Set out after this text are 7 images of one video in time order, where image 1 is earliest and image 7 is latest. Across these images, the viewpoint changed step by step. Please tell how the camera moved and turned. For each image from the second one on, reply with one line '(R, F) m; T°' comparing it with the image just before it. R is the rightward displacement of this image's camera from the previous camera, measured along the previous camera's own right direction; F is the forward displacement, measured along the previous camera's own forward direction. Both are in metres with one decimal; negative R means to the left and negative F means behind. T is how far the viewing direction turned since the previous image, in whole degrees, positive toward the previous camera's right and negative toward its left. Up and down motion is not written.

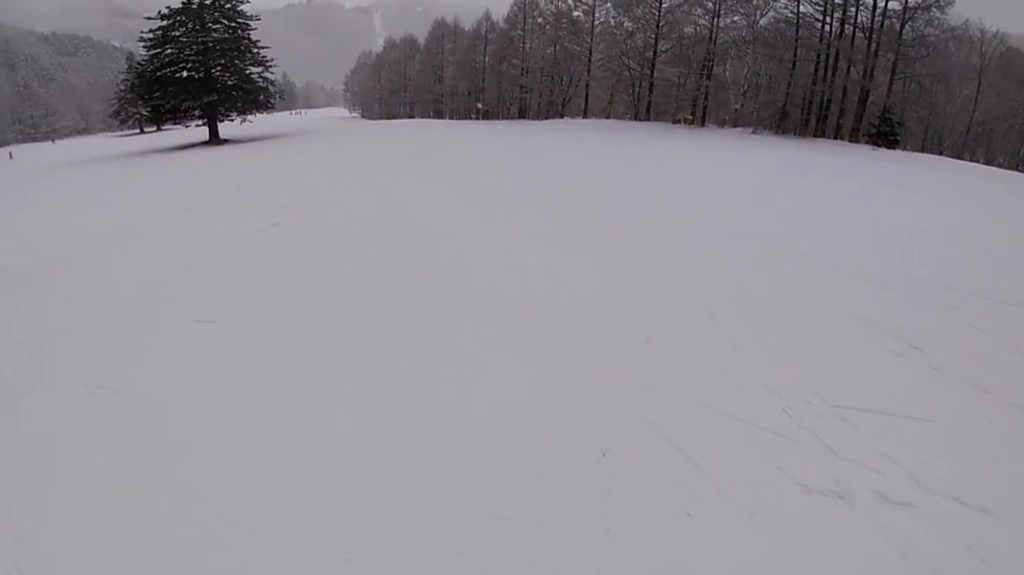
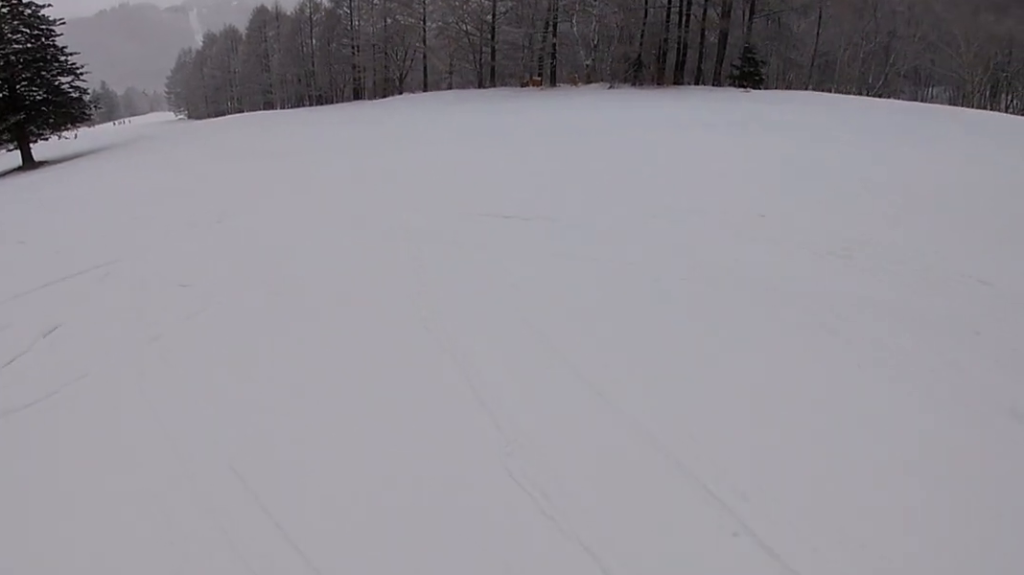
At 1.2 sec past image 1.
(+0.1, +5.8) m; +10°
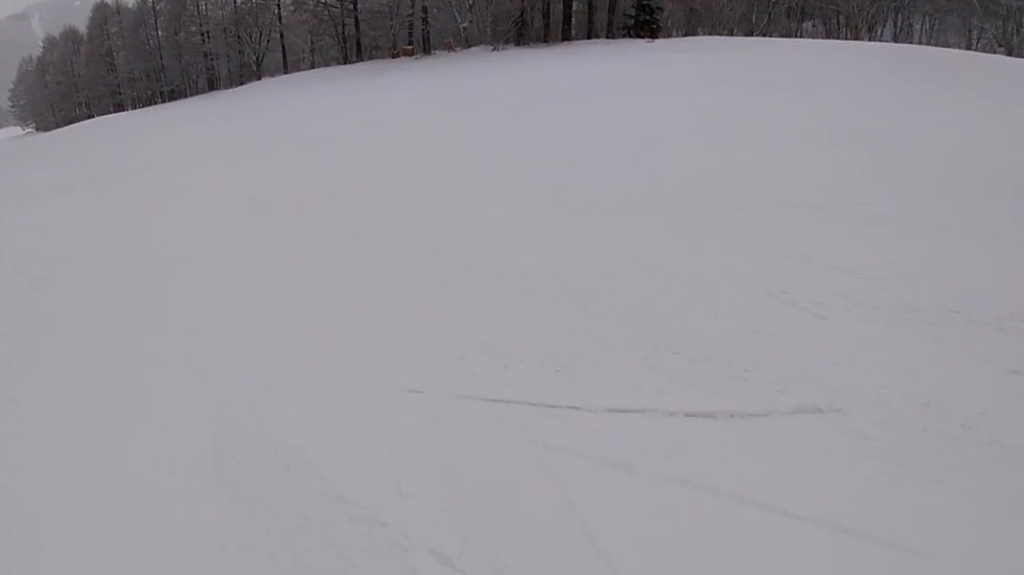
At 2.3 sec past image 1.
(+1.1, +5.7) m; +17°
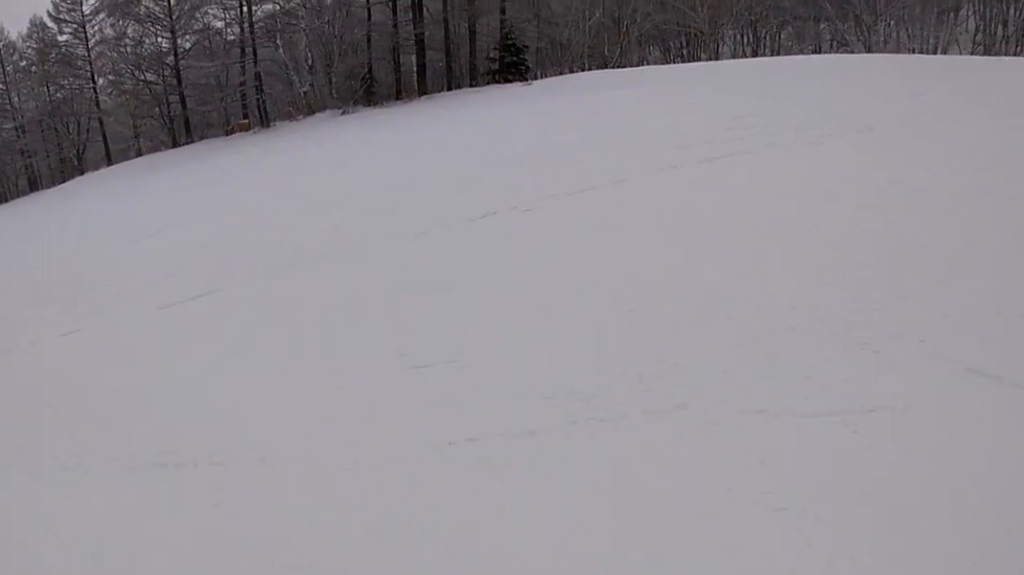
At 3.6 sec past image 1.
(+0.6, +7.4) m; +22°
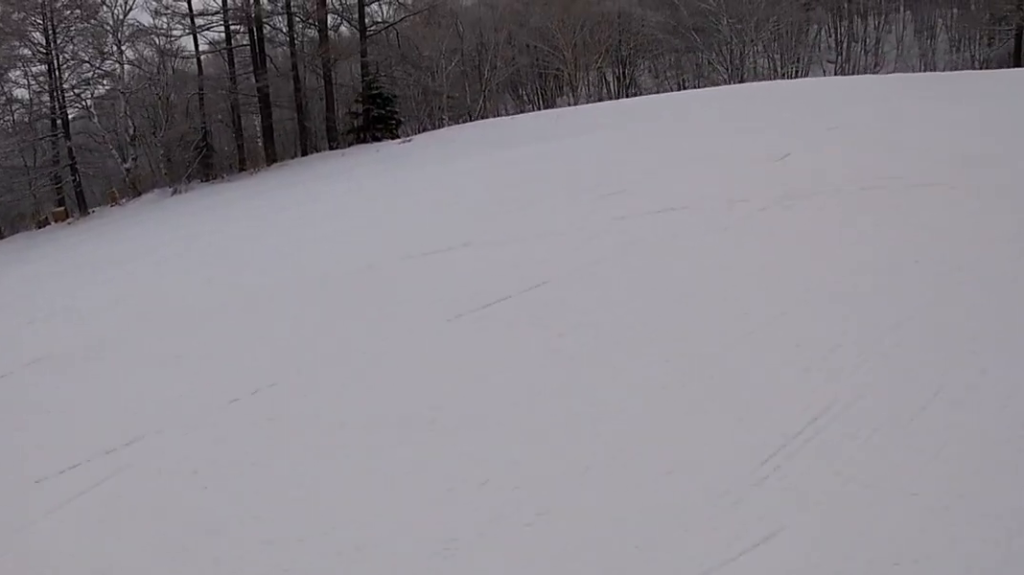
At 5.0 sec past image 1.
(+1.4, +7.3) m; -1°
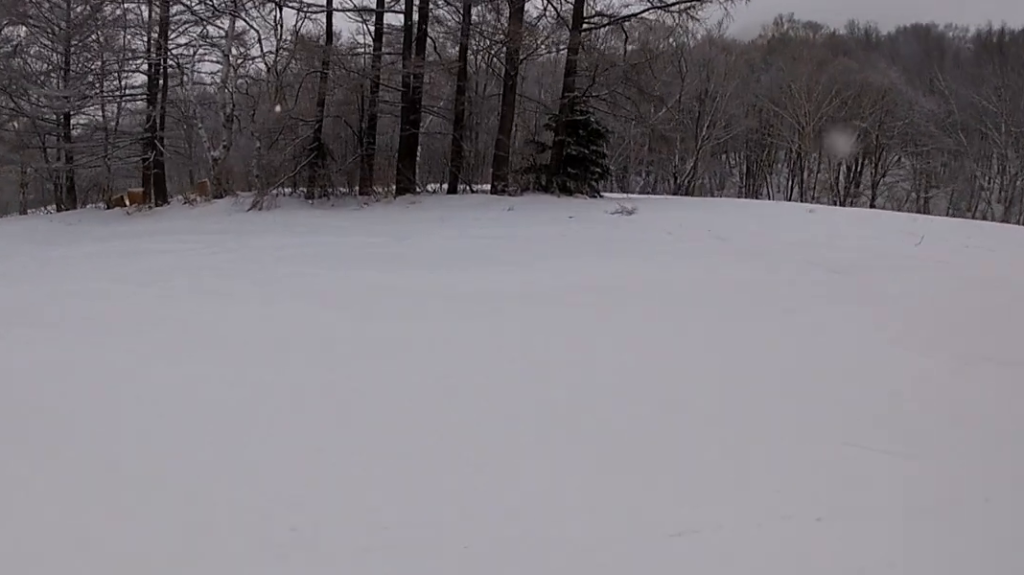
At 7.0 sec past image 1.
(-2.0, +11.4) m; -22°
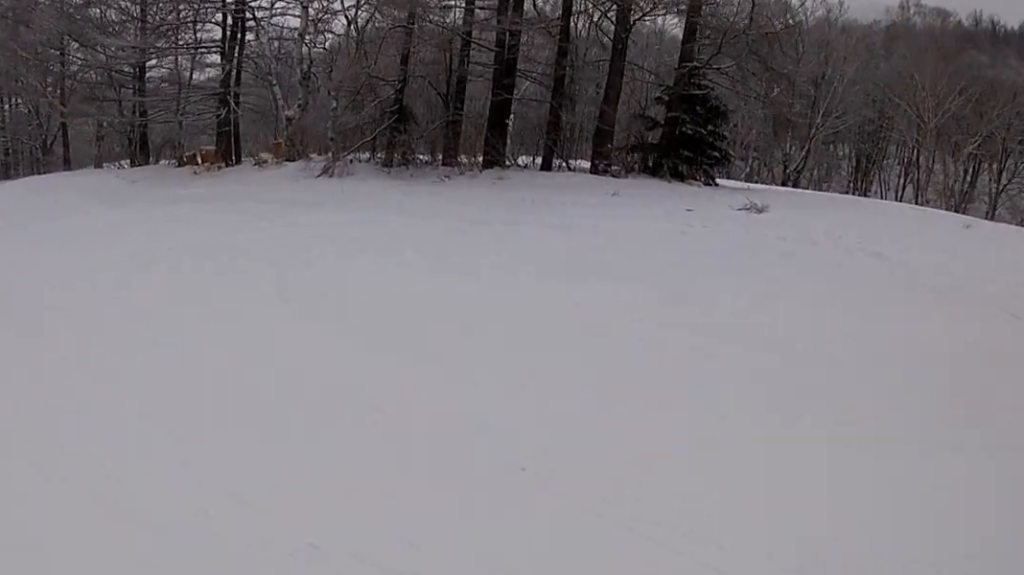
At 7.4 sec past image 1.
(0.0, +2.4) m; -9°
